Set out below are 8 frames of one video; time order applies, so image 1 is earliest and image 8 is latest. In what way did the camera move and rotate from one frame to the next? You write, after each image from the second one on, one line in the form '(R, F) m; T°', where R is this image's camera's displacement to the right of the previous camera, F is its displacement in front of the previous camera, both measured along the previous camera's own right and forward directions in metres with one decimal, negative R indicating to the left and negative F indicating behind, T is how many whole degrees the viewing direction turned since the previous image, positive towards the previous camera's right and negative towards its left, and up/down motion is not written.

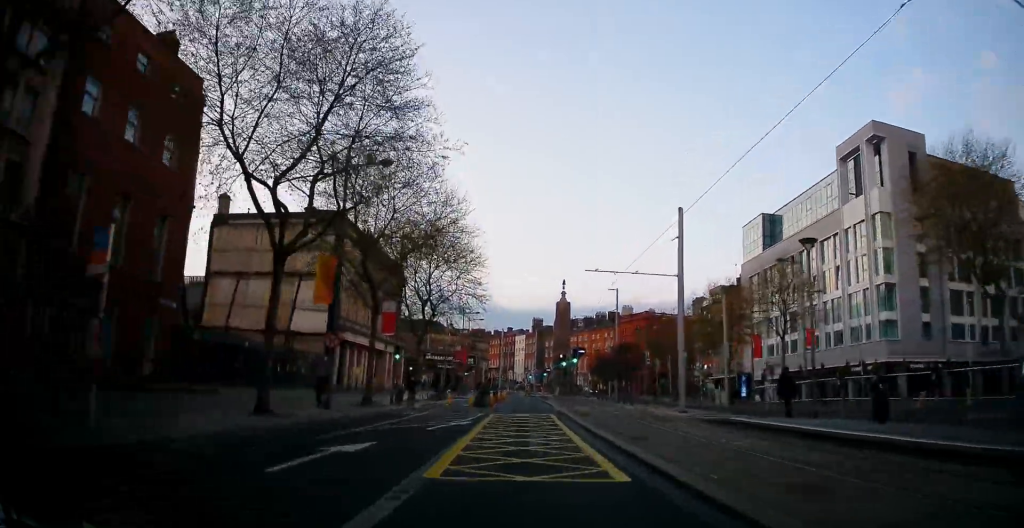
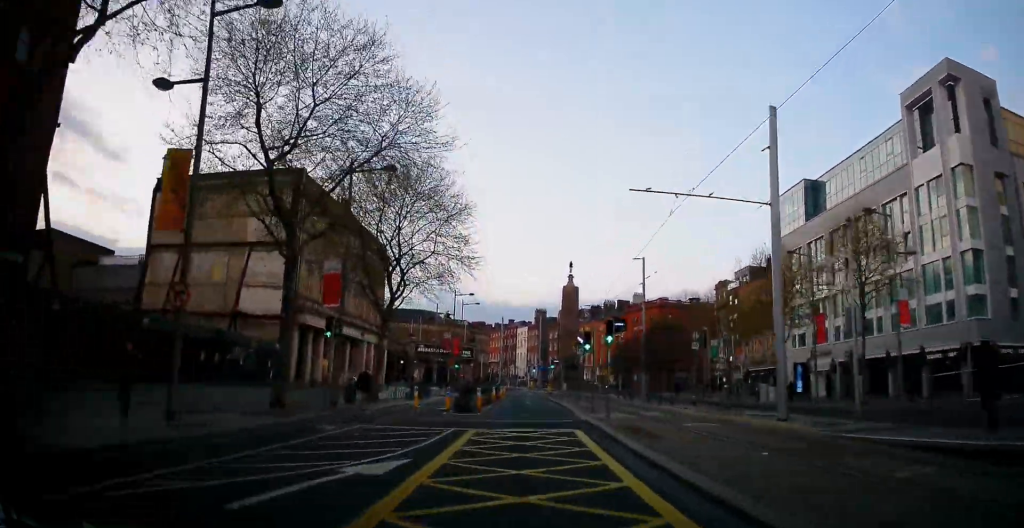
(-0.1, +11.7) m; 0°
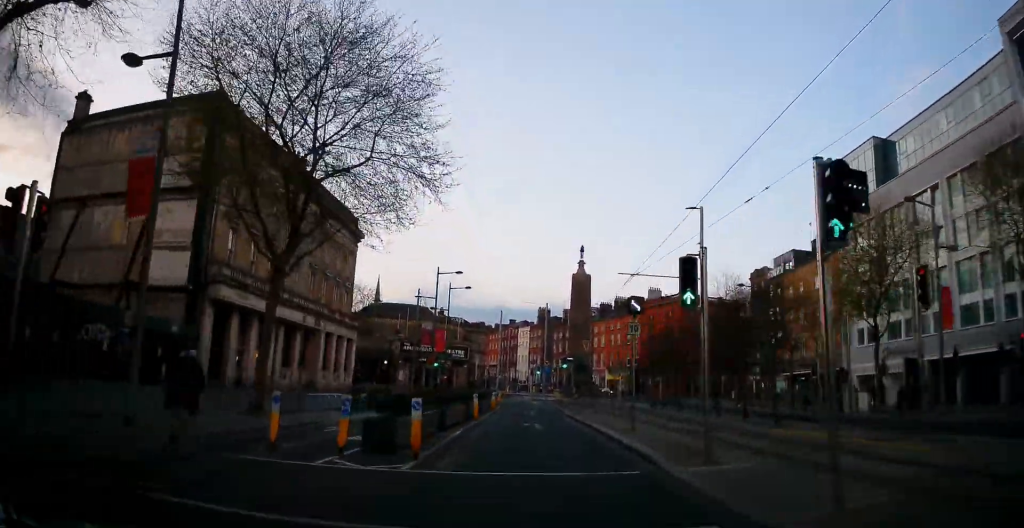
(-0.1, +14.5) m; -1°
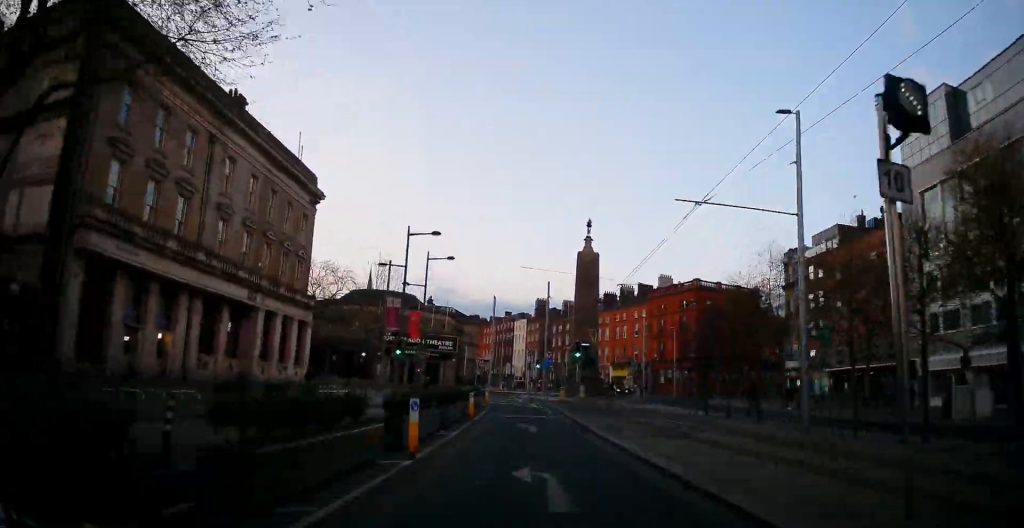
(0.0, +11.9) m; +1°
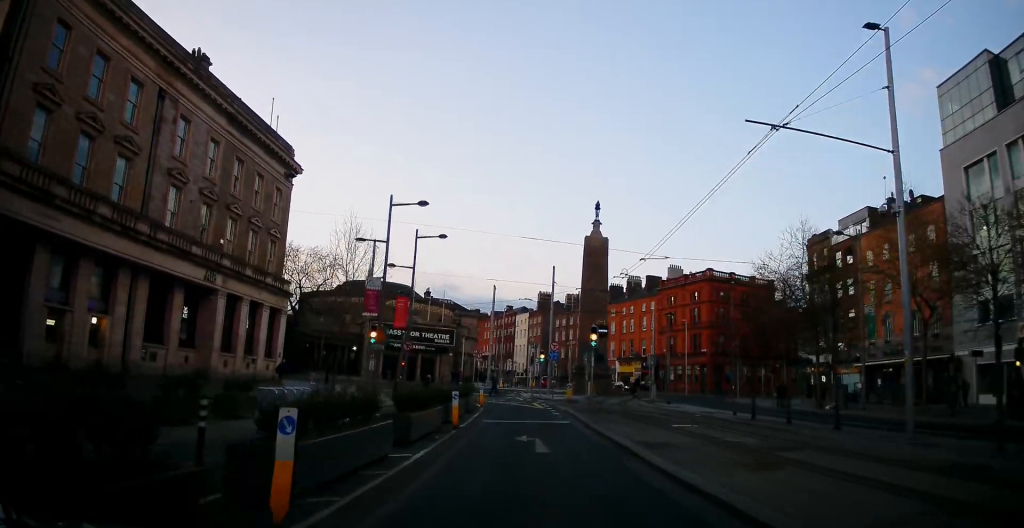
(+0.1, +5.8) m; 0°
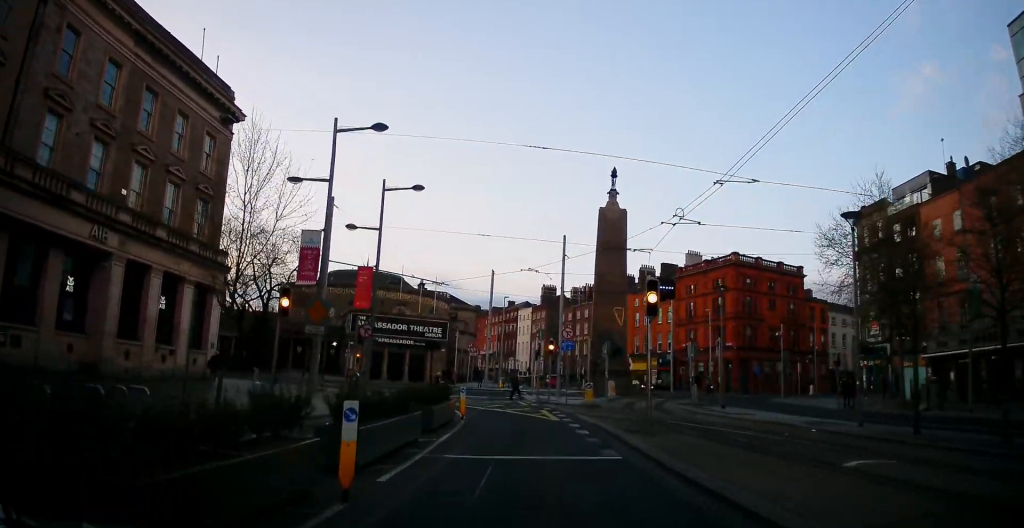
(0.0, +10.4) m; -1°
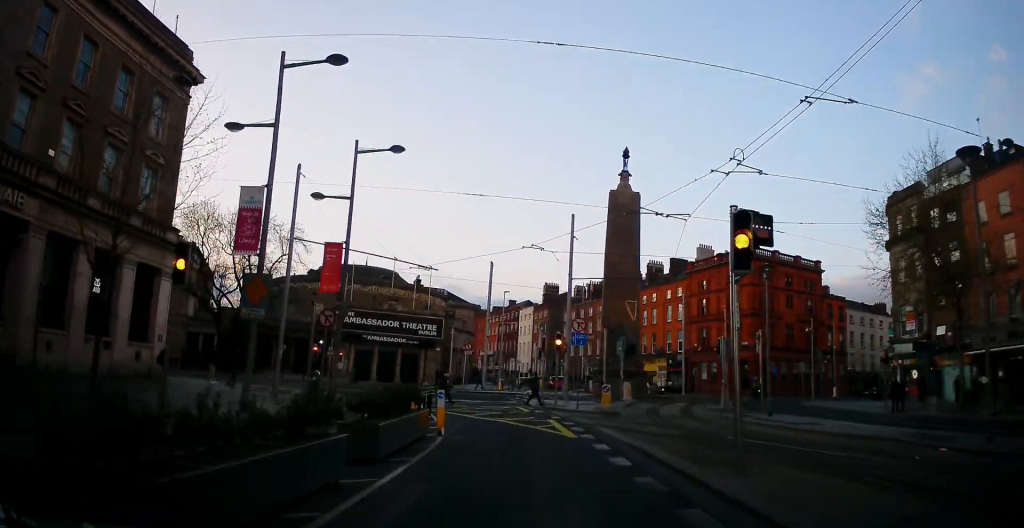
(-0.1, +5.7) m; -1°
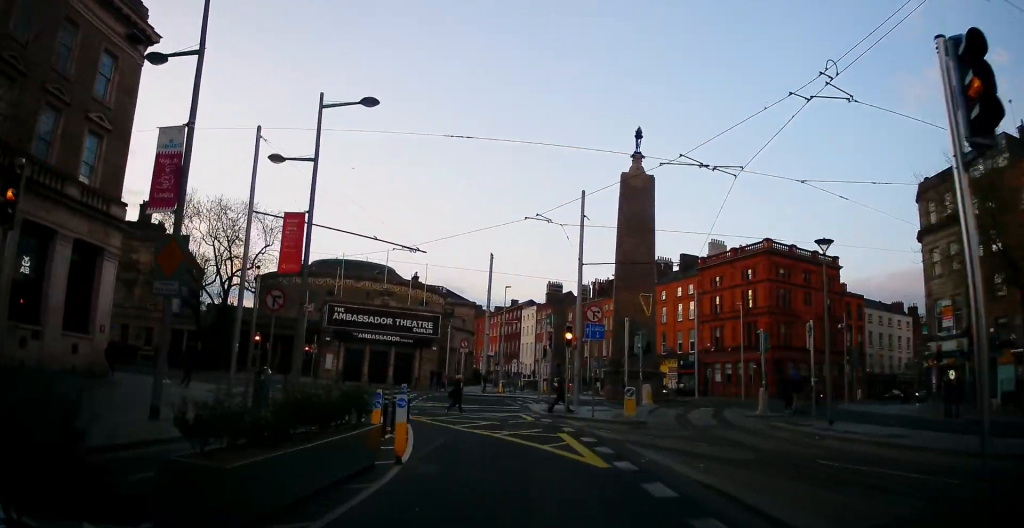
(-0.1, +4.7) m; 0°
